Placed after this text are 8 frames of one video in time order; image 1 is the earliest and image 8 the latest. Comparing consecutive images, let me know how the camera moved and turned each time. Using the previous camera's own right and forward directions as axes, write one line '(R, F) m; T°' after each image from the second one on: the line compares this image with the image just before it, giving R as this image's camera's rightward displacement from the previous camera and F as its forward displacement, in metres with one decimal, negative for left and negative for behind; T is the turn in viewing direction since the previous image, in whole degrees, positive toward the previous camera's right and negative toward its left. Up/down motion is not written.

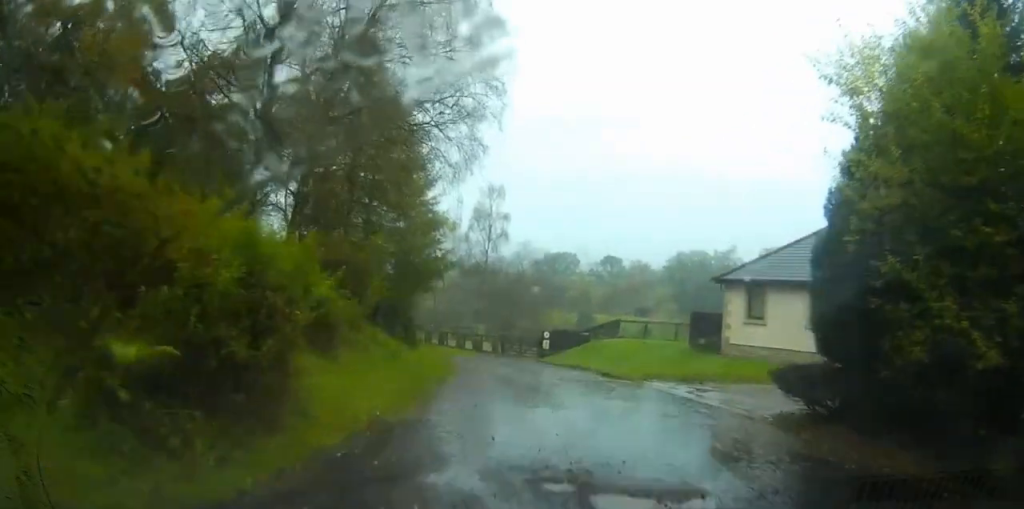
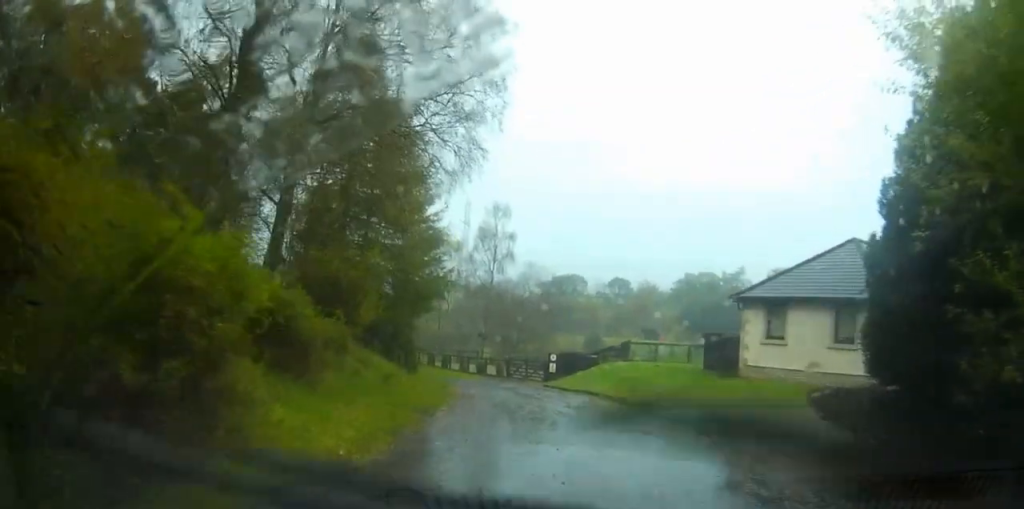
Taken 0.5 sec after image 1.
(0.0, +1.9) m; -2°
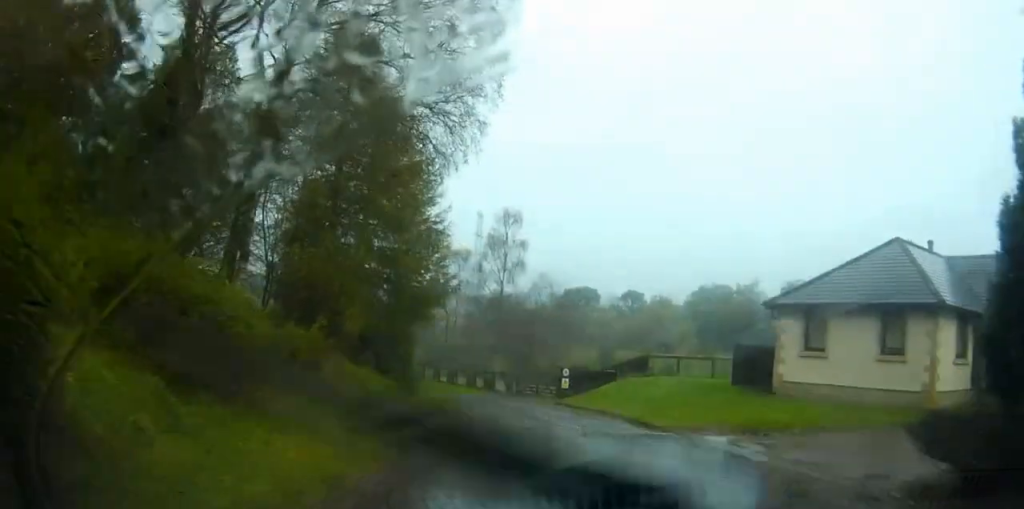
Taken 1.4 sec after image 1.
(-0.1, +3.1) m; +1°
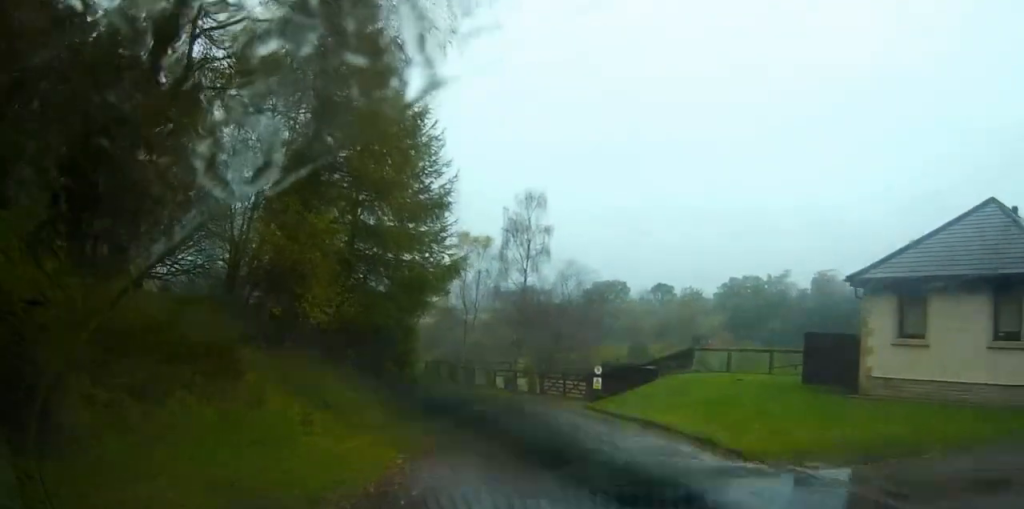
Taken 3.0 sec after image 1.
(+0.2, +5.3) m; +3°
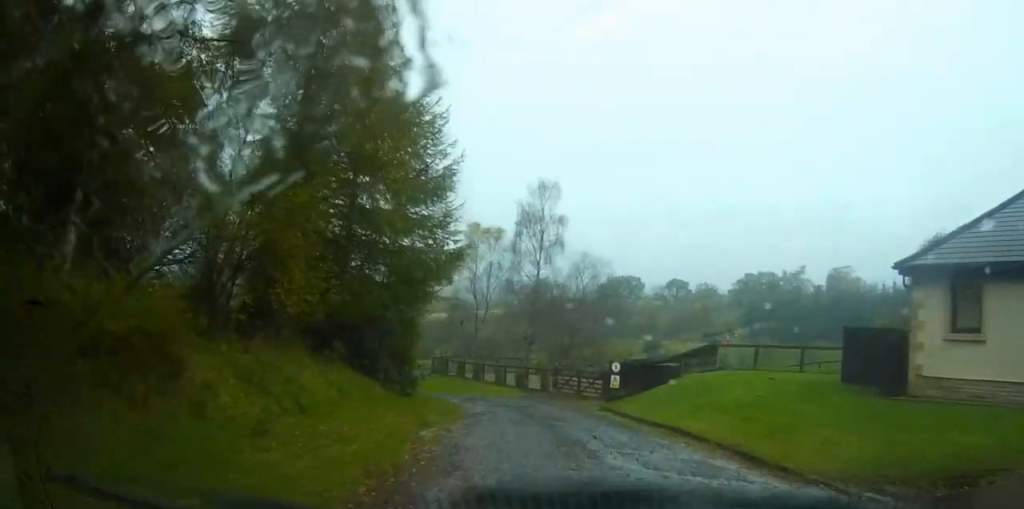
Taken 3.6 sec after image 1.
(0.0, +2.2) m; 0°
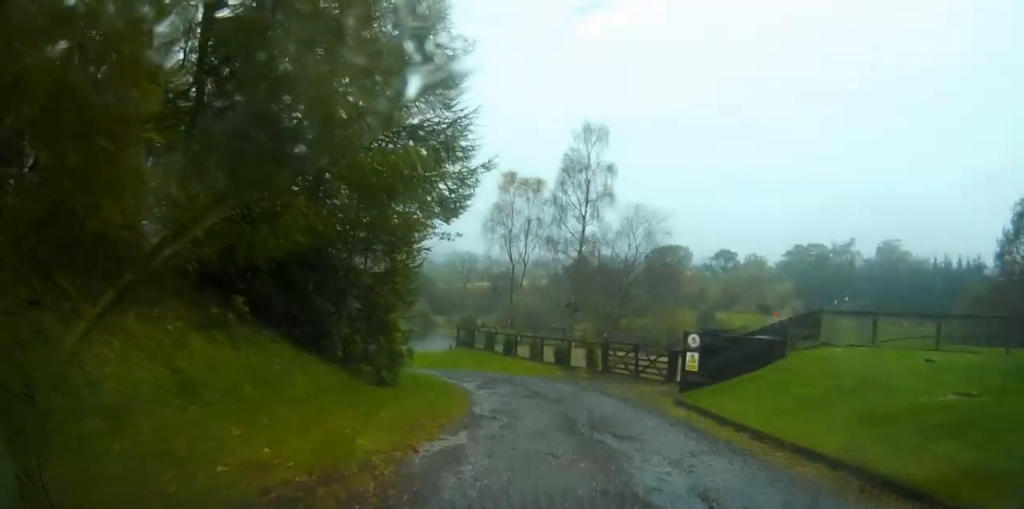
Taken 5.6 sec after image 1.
(-0.3, +7.4) m; -4°
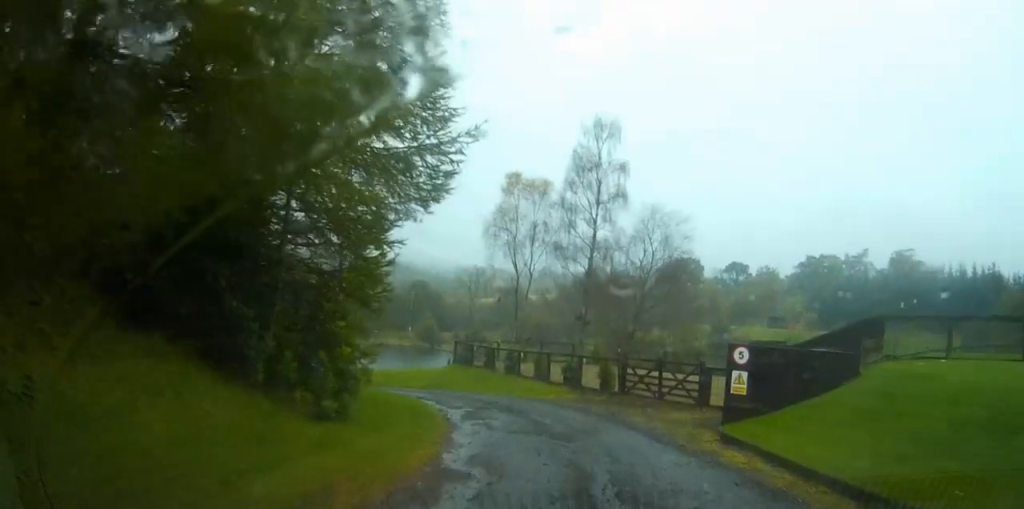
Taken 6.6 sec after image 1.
(0.0, +3.7) m; +1°
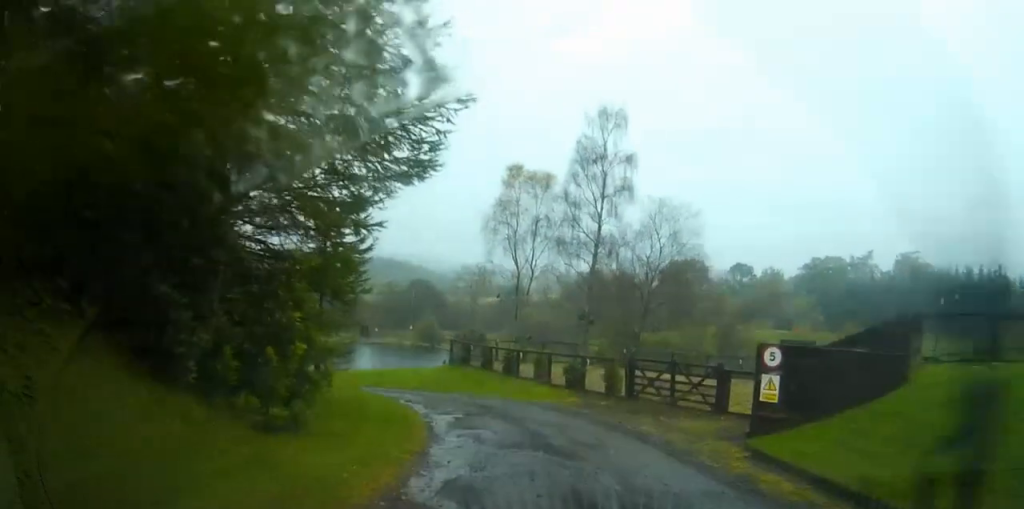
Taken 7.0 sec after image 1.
(0.0, +1.9) m; +2°
